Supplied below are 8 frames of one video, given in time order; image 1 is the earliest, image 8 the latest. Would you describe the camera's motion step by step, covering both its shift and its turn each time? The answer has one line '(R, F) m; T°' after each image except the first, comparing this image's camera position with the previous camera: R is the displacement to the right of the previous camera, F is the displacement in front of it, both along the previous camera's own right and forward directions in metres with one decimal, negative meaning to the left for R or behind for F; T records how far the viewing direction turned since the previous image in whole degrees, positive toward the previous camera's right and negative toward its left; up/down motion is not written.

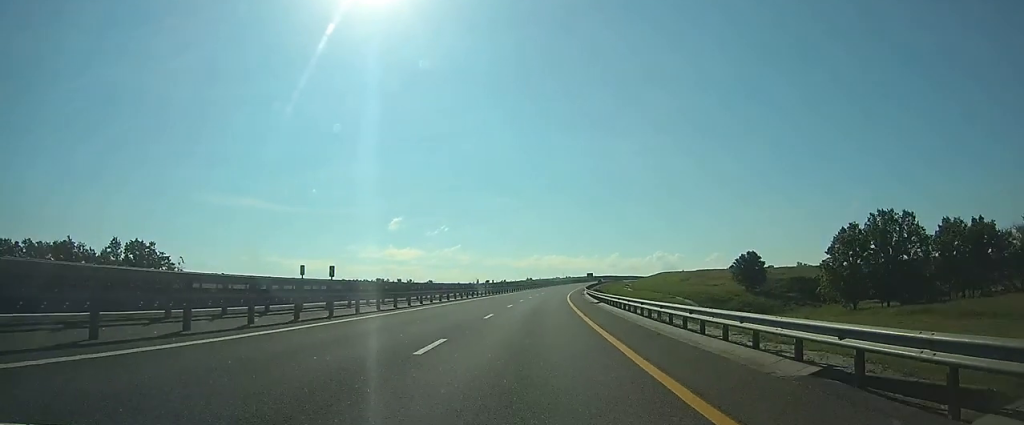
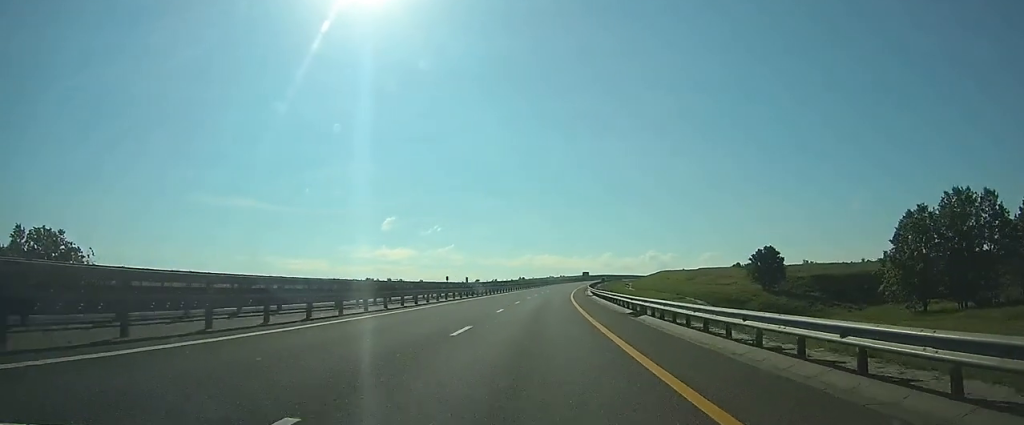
(+0.2, +19.8) m; +1°
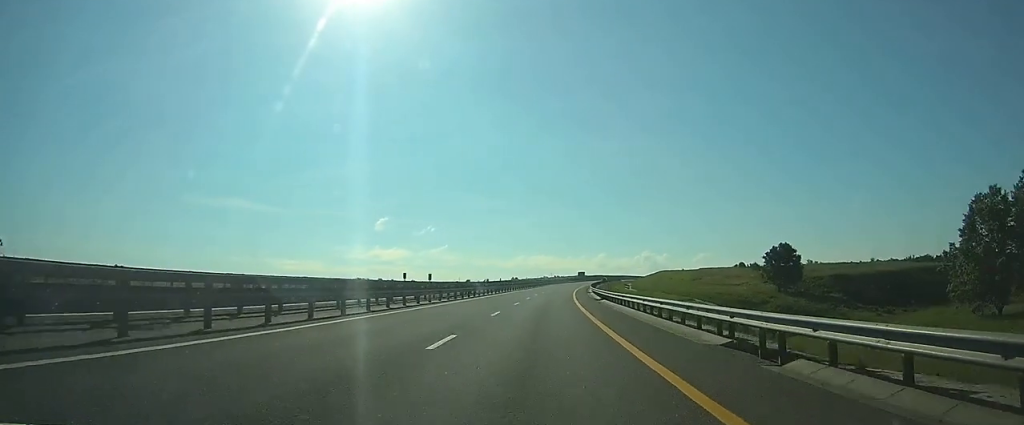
(+0.1, +14.8) m; +1°
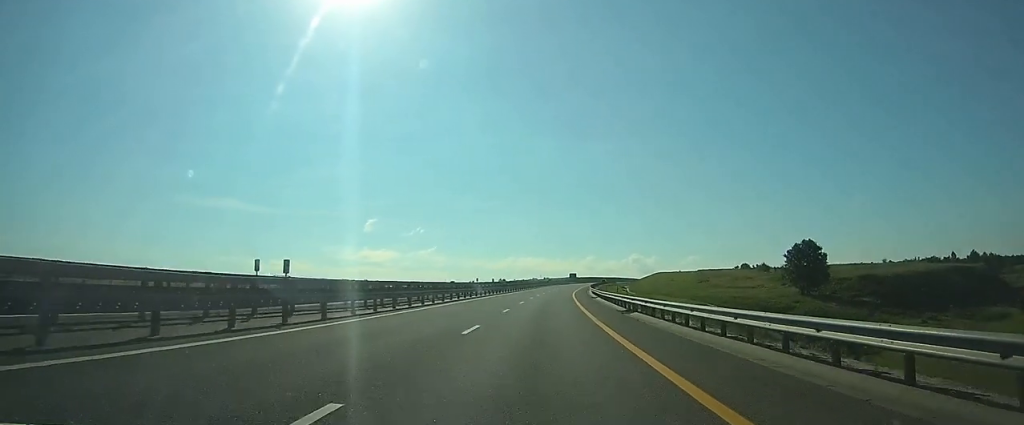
(+0.1, +19.7) m; +1°
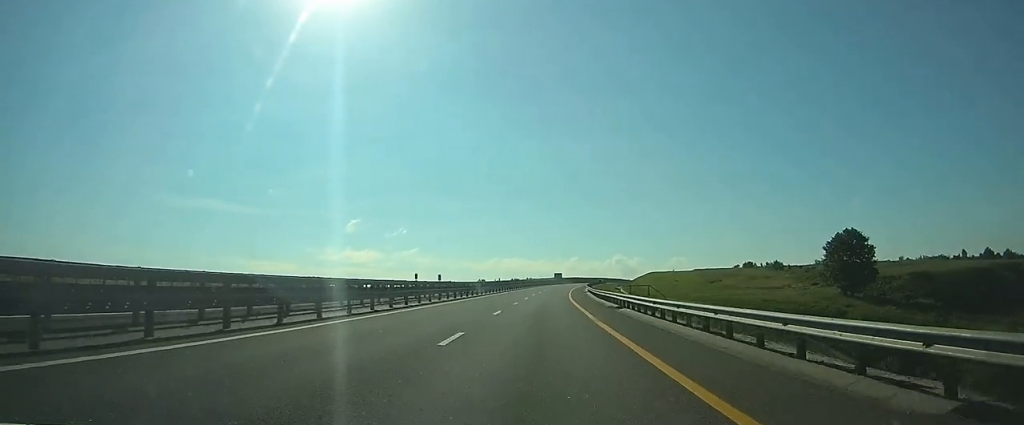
(+0.3, +26.4) m; +2°
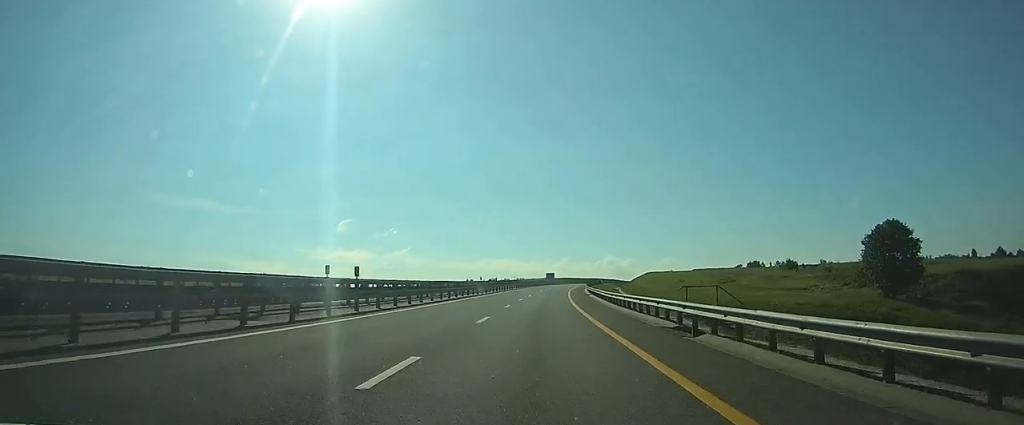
(+0.2, +16.5) m; +1°
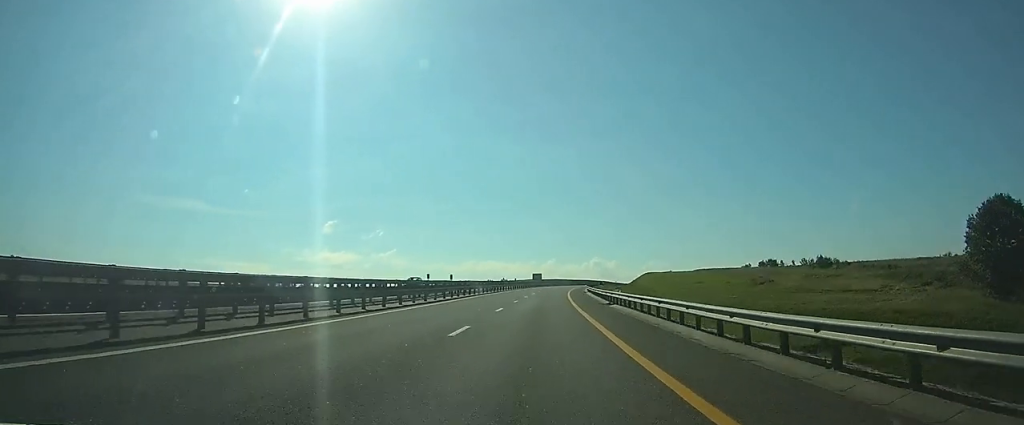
(+0.4, +28.1) m; +1°
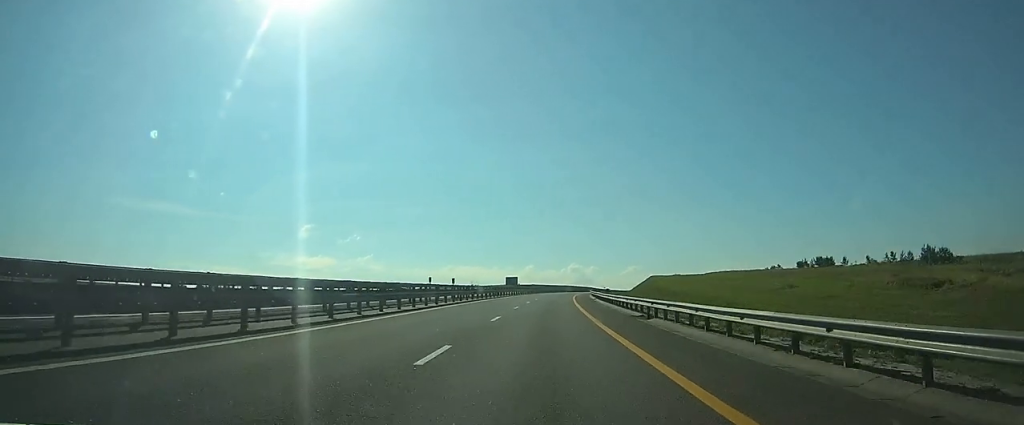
(+0.8, +51.0) m; +2°
